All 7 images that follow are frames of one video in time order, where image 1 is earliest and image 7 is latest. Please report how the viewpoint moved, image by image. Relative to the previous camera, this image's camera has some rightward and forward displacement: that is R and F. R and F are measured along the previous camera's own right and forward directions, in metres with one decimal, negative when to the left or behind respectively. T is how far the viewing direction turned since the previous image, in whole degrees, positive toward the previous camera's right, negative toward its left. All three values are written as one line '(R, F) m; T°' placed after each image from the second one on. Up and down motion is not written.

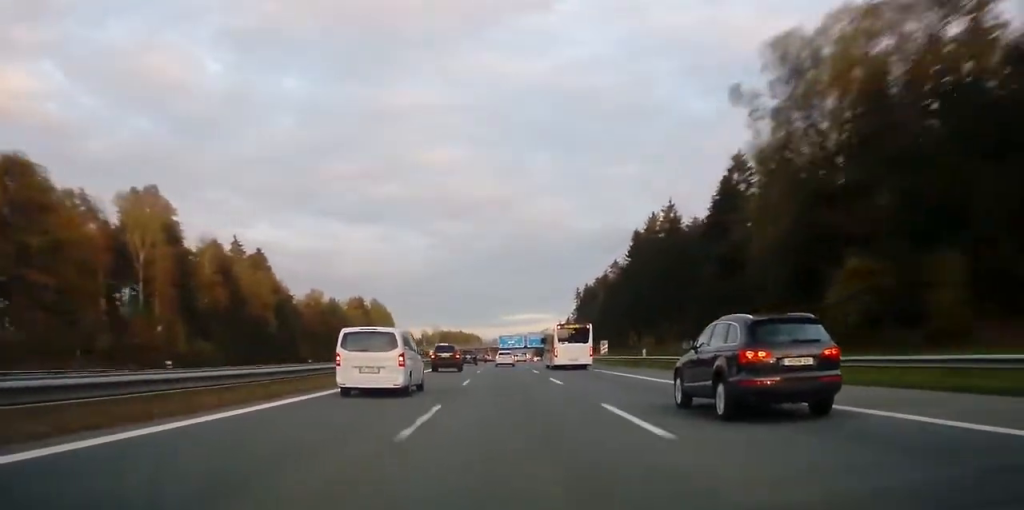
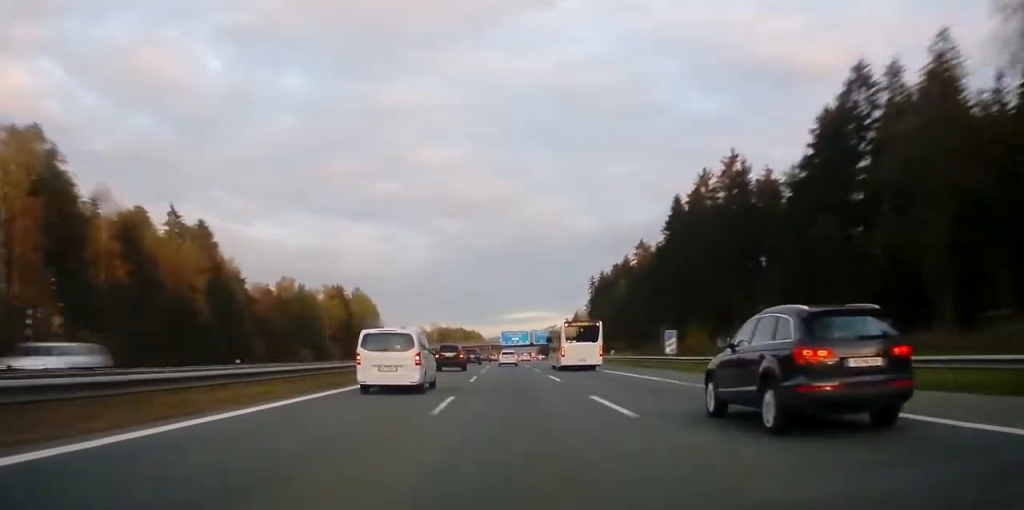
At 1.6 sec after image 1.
(0.0, +33.4) m; 0°
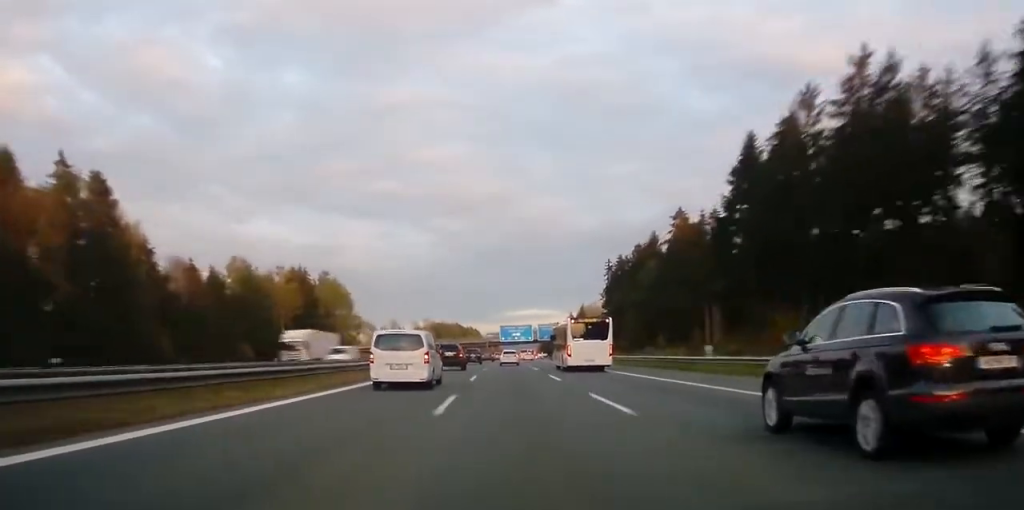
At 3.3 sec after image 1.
(0.0, +35.9) m; 0°
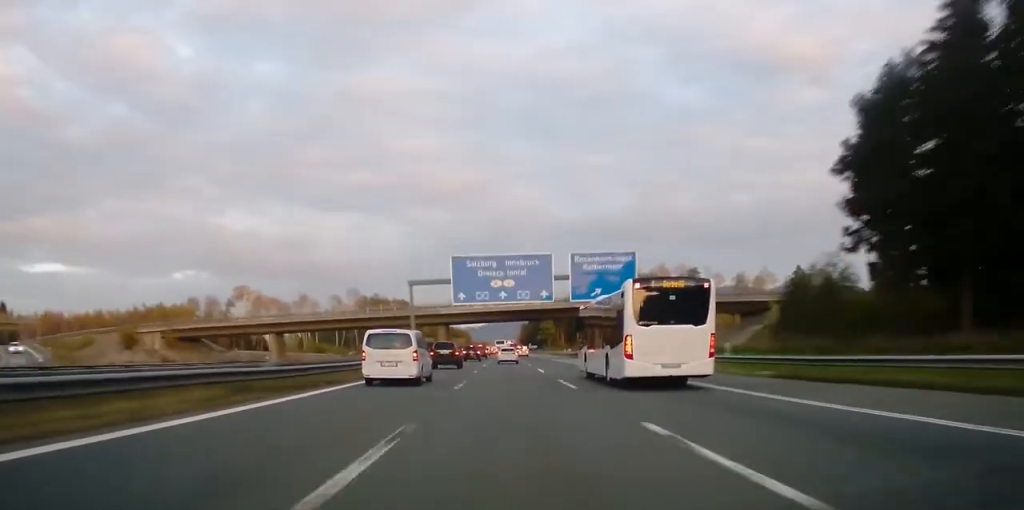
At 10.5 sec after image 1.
(+1.6, +153.0) m; +2°
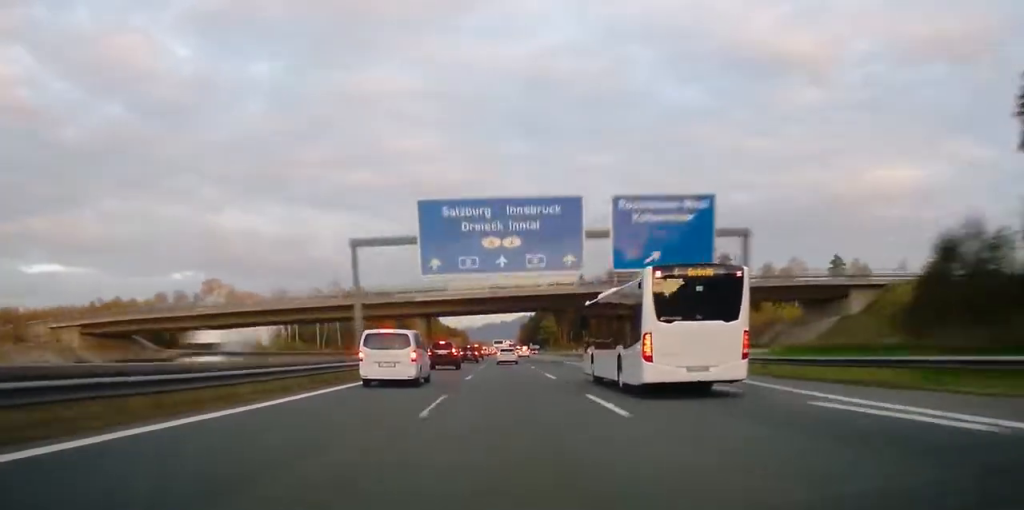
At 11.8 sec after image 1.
(+0.3, +26.9) m; 0°
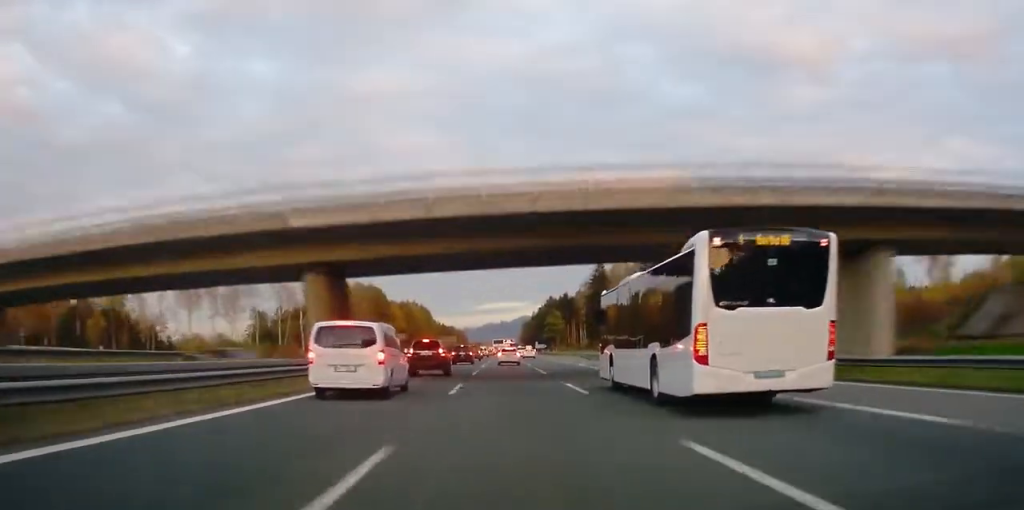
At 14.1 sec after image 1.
(+0.3, +45.1) m; 0°
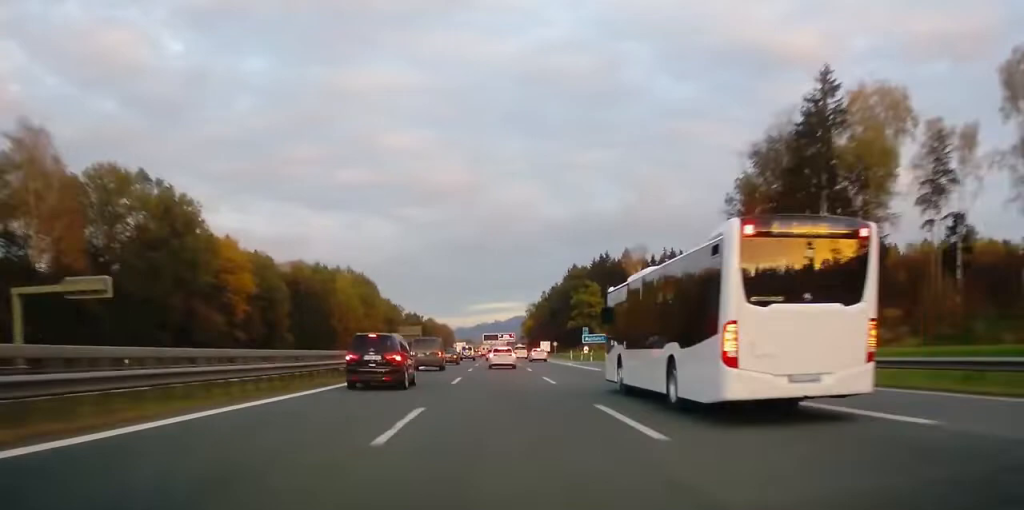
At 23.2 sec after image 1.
(-0.6, +147.0) m; 0°
